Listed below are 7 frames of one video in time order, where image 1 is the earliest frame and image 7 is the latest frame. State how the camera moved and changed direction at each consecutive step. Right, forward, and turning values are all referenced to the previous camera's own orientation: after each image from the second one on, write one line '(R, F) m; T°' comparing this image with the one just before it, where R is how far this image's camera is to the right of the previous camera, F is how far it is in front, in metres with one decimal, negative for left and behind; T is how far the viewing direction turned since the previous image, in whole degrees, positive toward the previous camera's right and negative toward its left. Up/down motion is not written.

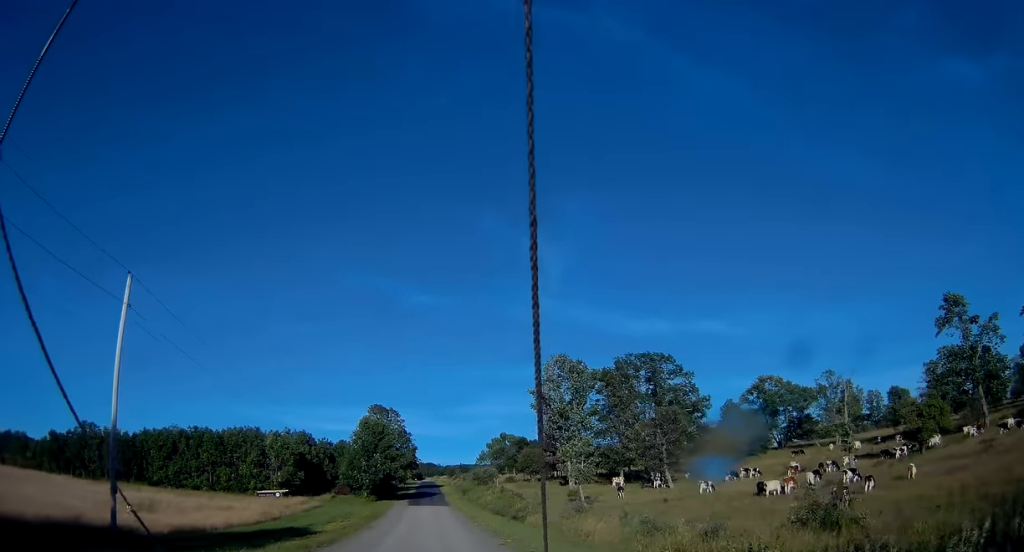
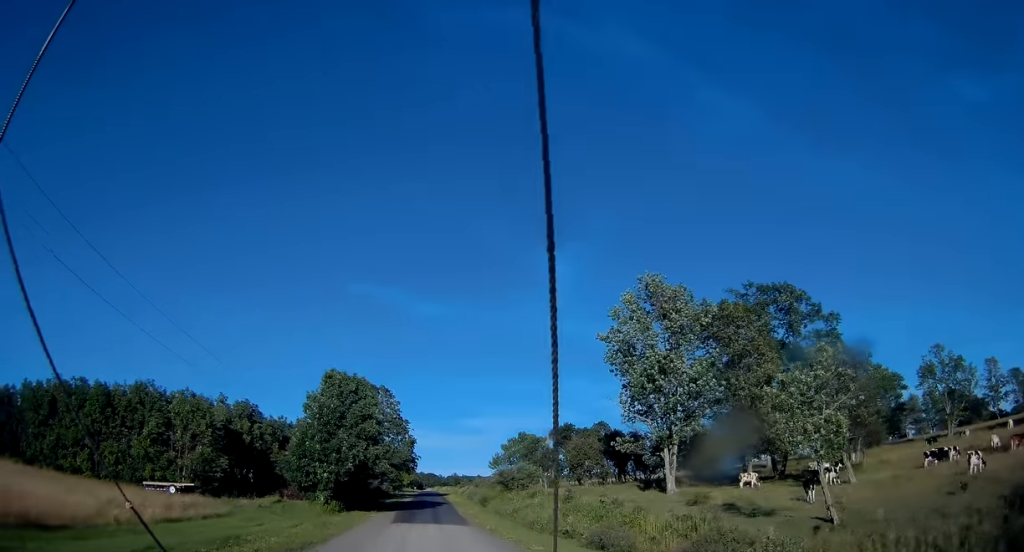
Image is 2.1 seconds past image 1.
(-0.9, +32.8) m; -3°
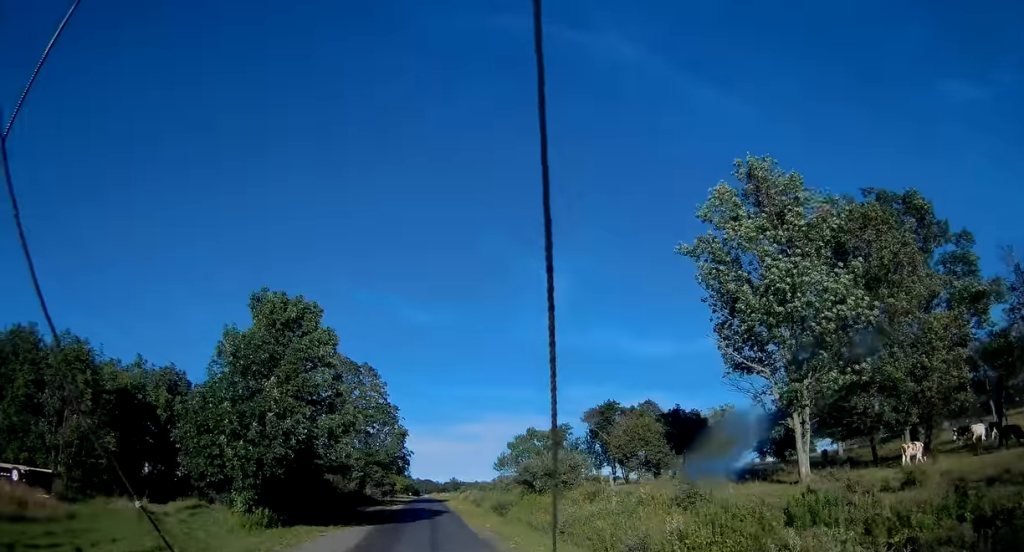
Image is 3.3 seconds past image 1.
(-0.1, +19.0) m; +1°
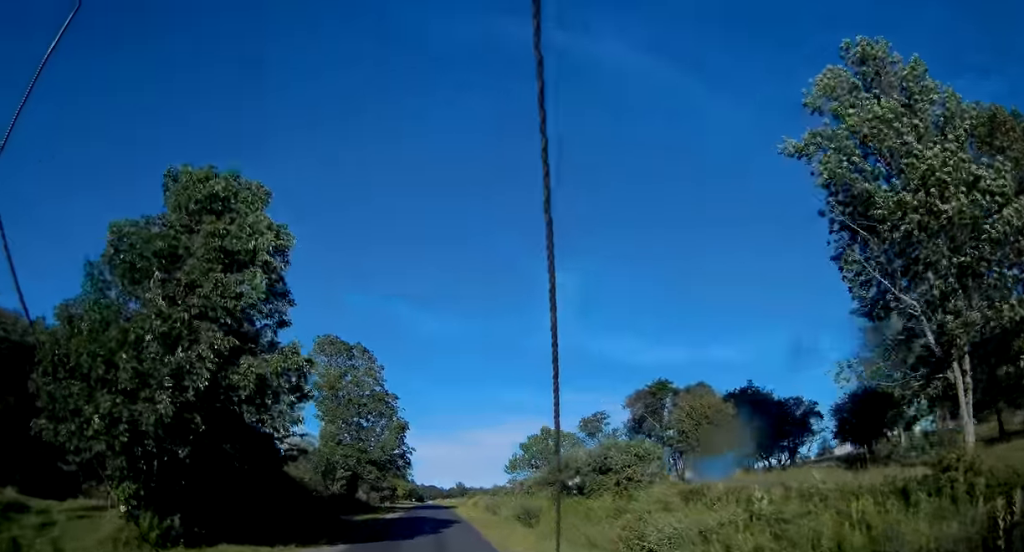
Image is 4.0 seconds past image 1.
(0.0, +11.6) m; +1°
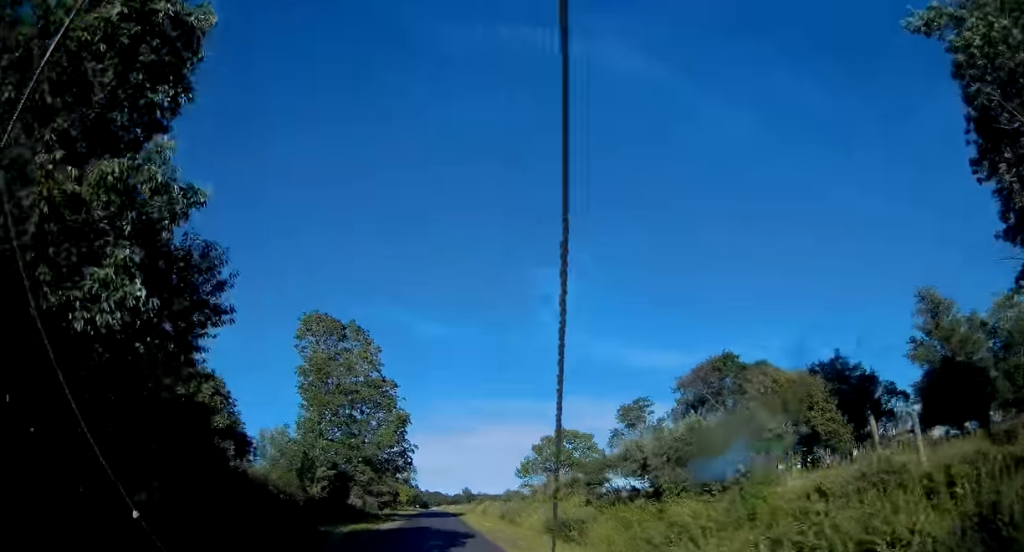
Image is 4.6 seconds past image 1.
(+0.3, +9.4) m; 0°
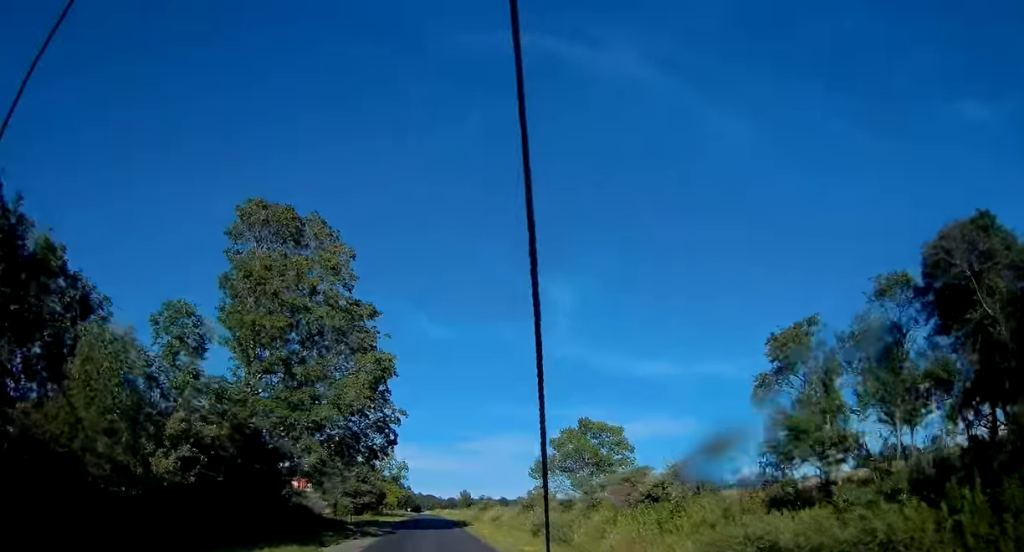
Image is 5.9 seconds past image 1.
(-0.4, +20.0) m; -1°
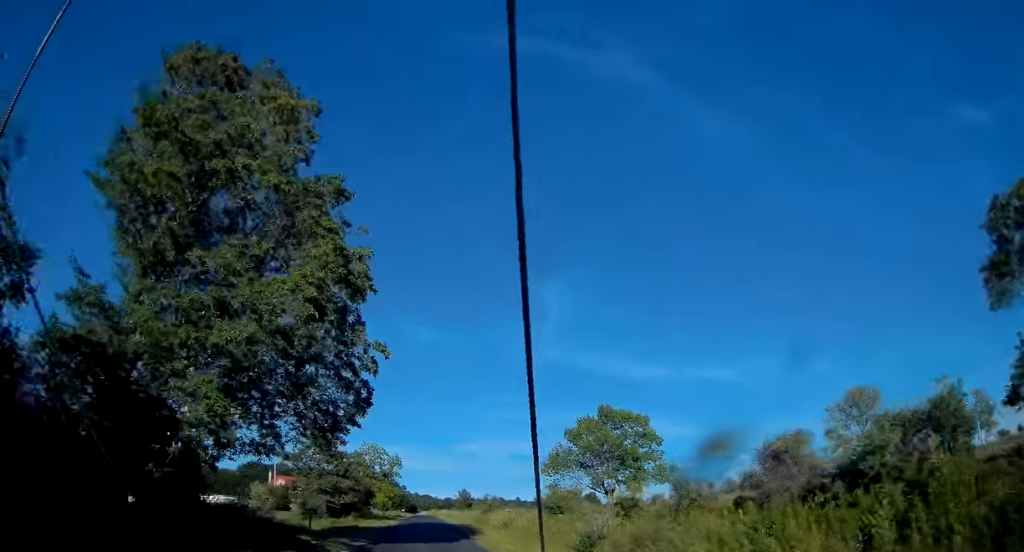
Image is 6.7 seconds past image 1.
(-0.1, +12.6) m; +1°
